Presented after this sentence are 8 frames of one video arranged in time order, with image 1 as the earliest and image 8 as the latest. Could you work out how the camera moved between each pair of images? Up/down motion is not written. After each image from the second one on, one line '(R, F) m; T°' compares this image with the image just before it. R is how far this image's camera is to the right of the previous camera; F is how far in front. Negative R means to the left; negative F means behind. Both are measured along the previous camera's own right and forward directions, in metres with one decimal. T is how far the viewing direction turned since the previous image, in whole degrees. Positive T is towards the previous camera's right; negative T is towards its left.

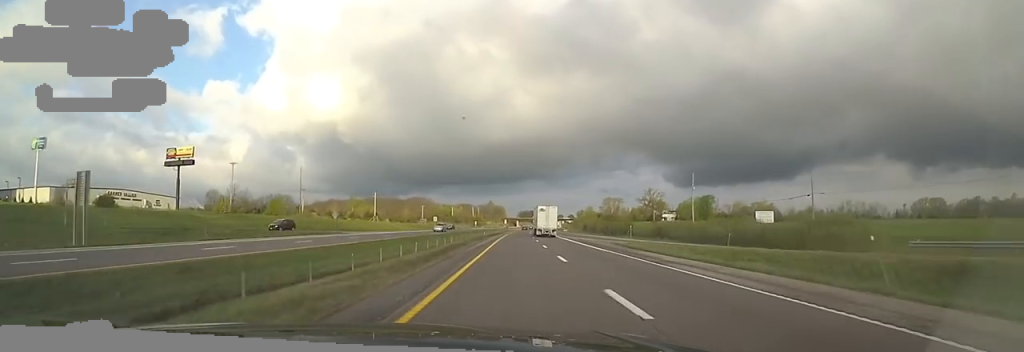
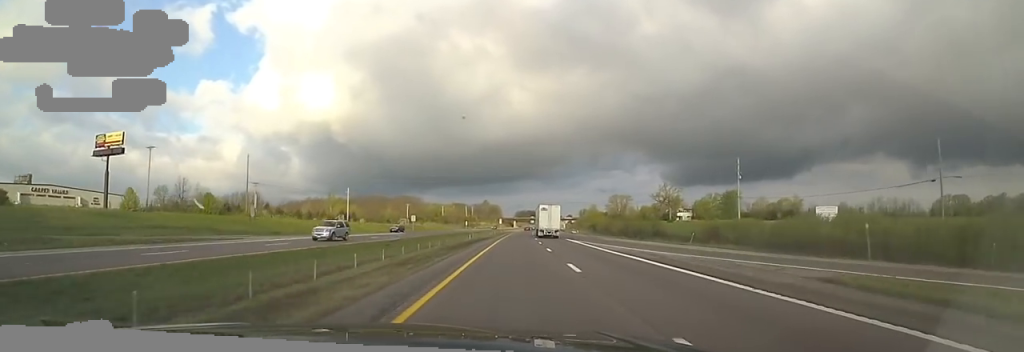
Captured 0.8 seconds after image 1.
(+1.3, +29.0) m; 0°
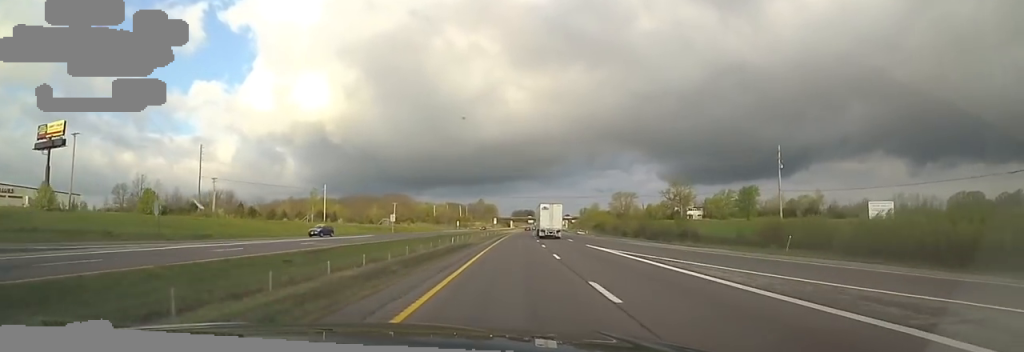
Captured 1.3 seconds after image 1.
(-0.6, +18.2) m; 0°
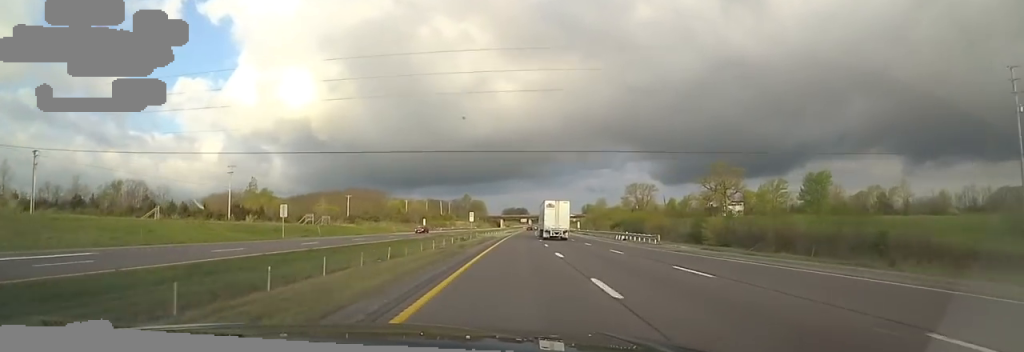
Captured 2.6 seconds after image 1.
(+0.3, +48.8) m; 0°
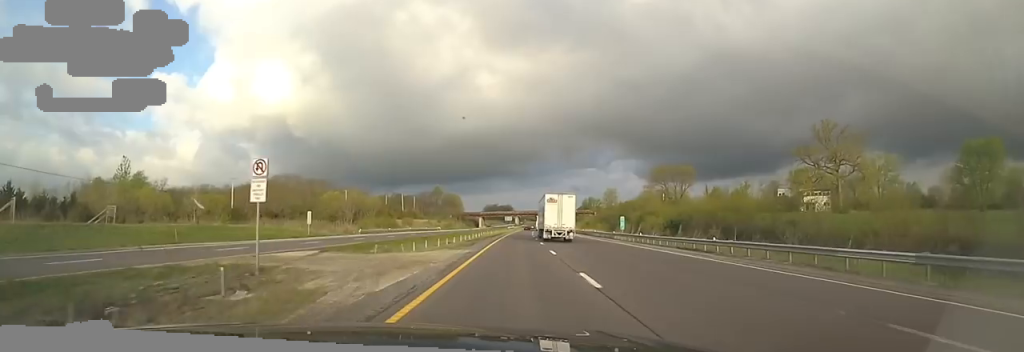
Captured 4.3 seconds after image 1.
(-0.6, +60.3) m; +1°
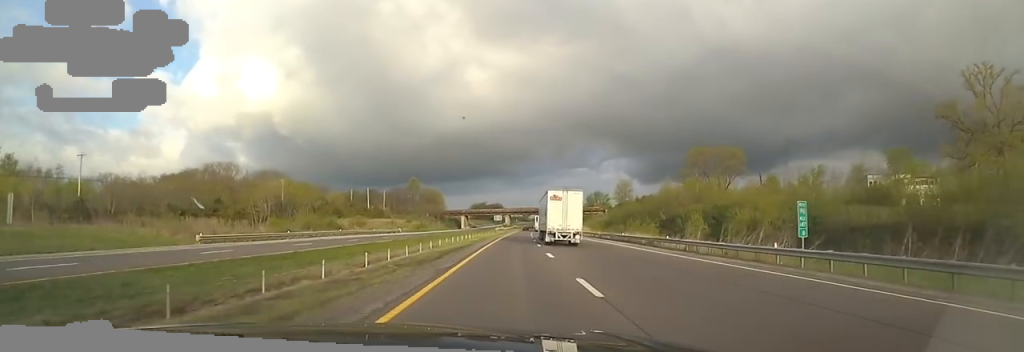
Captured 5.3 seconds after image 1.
(+1.0, +38.0) m; +3°
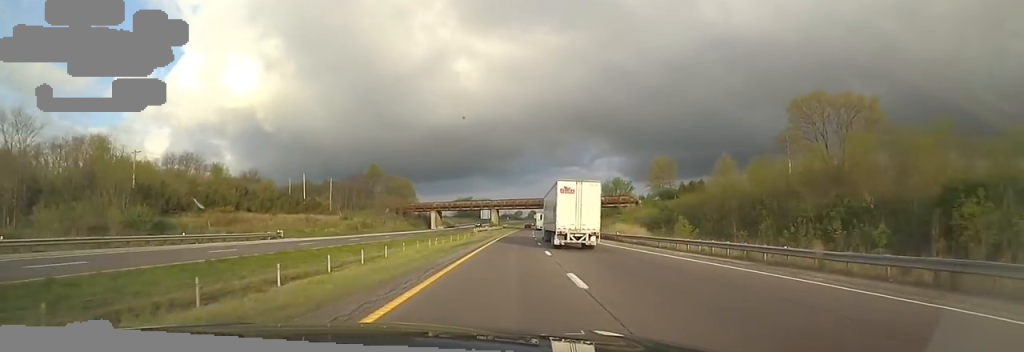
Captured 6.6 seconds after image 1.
(+1.4, +47.4) m; +1°
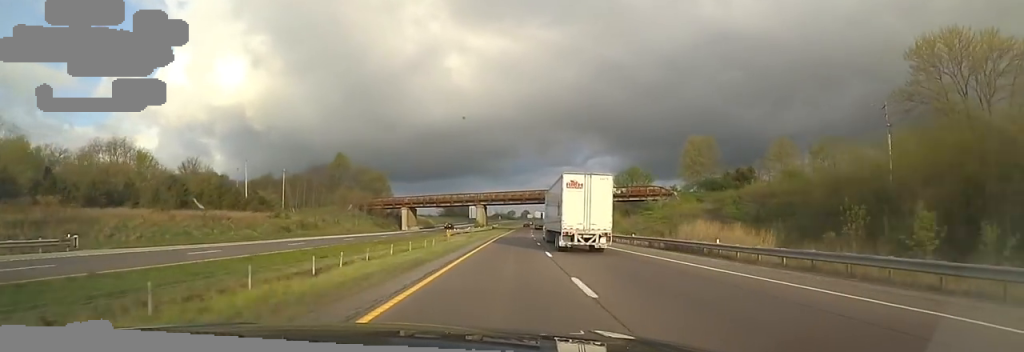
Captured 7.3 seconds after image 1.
(-0.3, +25.4) m; 0°
